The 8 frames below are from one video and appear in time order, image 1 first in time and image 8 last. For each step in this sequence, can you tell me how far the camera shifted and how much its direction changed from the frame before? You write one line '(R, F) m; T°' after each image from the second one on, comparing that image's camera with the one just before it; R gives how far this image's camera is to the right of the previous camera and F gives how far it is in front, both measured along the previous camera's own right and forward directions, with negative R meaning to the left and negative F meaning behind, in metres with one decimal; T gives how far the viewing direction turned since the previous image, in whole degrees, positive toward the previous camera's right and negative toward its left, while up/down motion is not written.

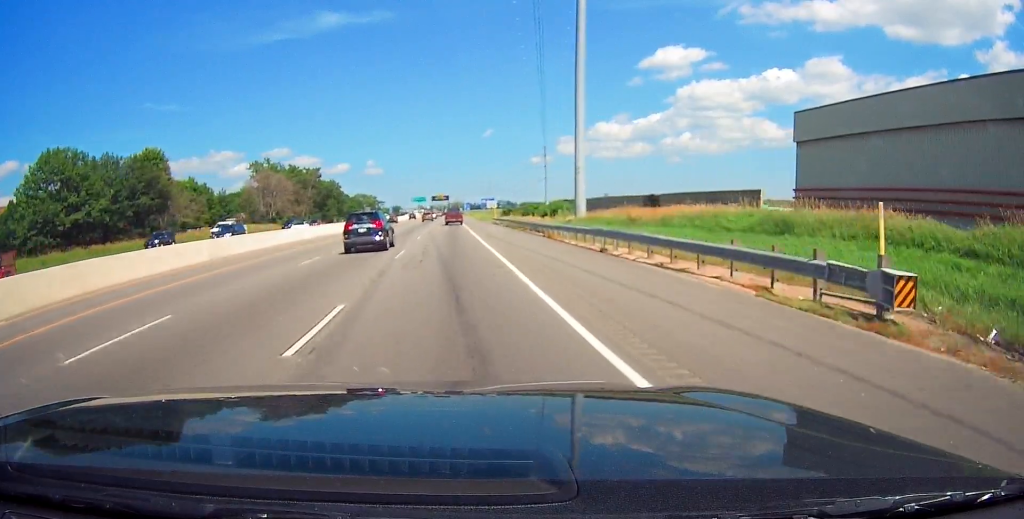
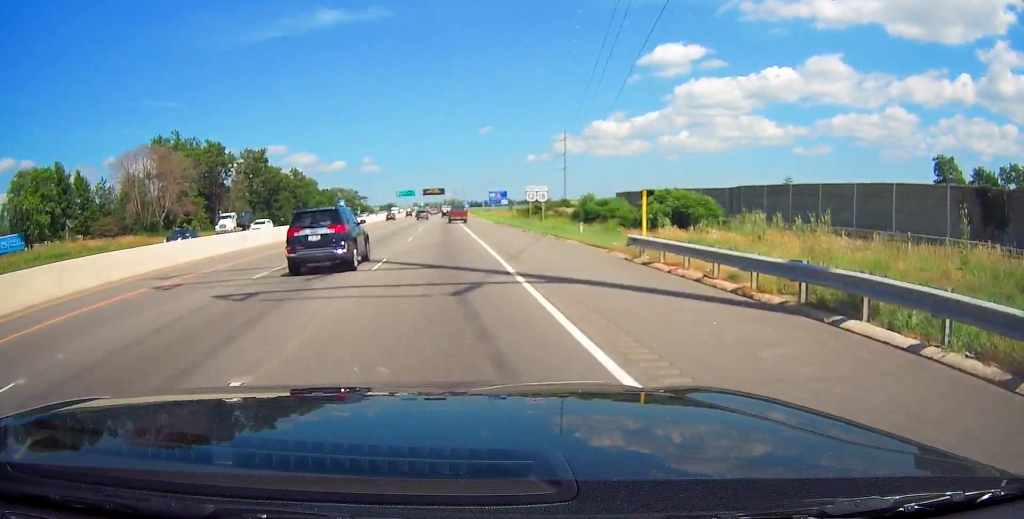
(0.0, +64.7) m; 0°
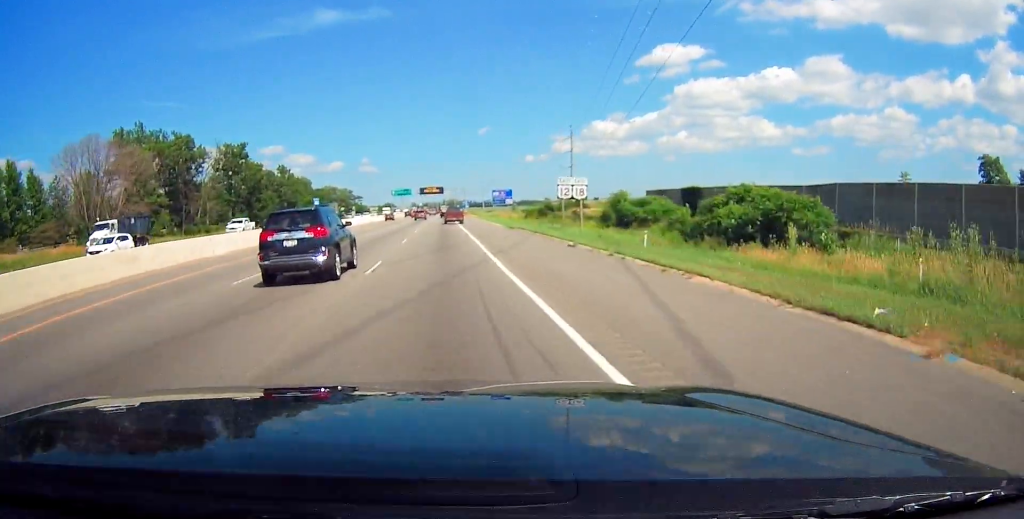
(0.0, +16.3) m; 0°
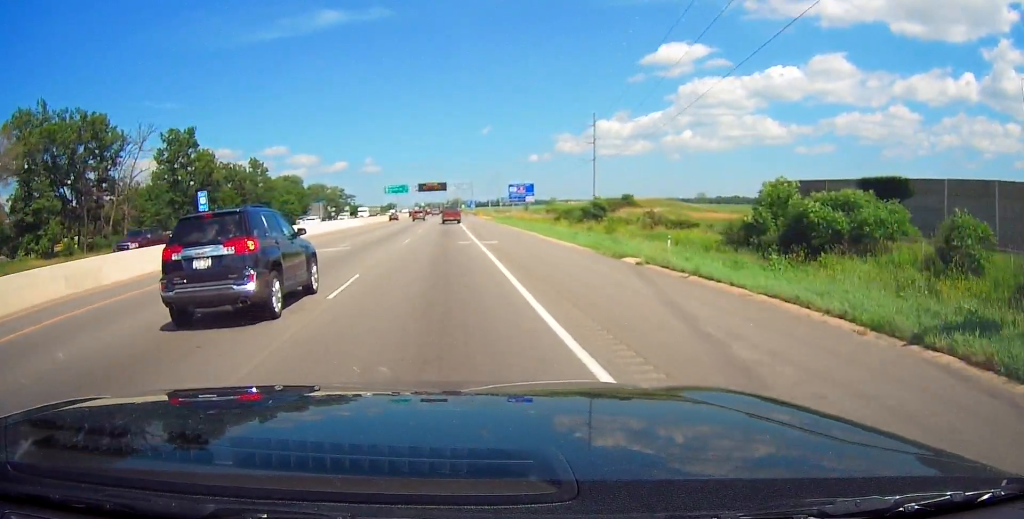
(0.0, +34.0) m; 0°
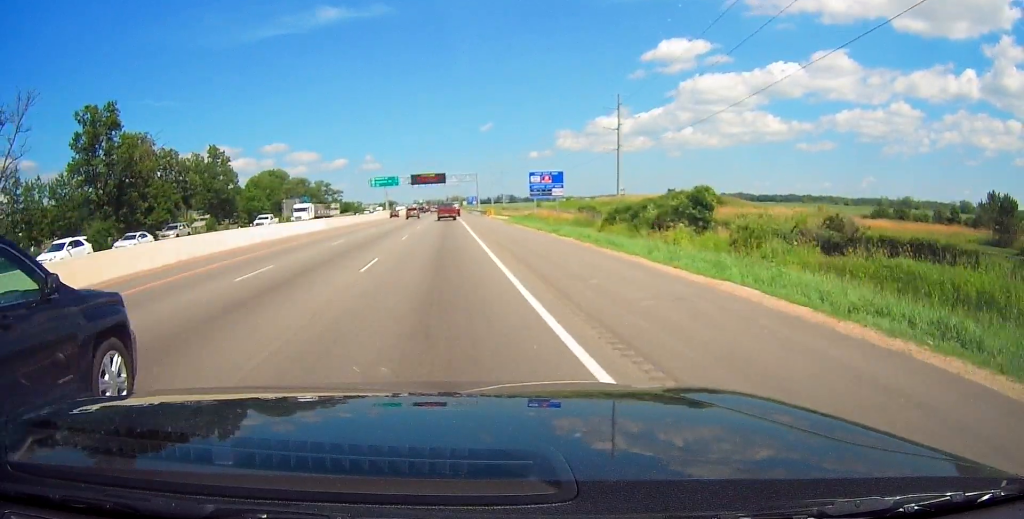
(0.0, +31.1) m; 0°
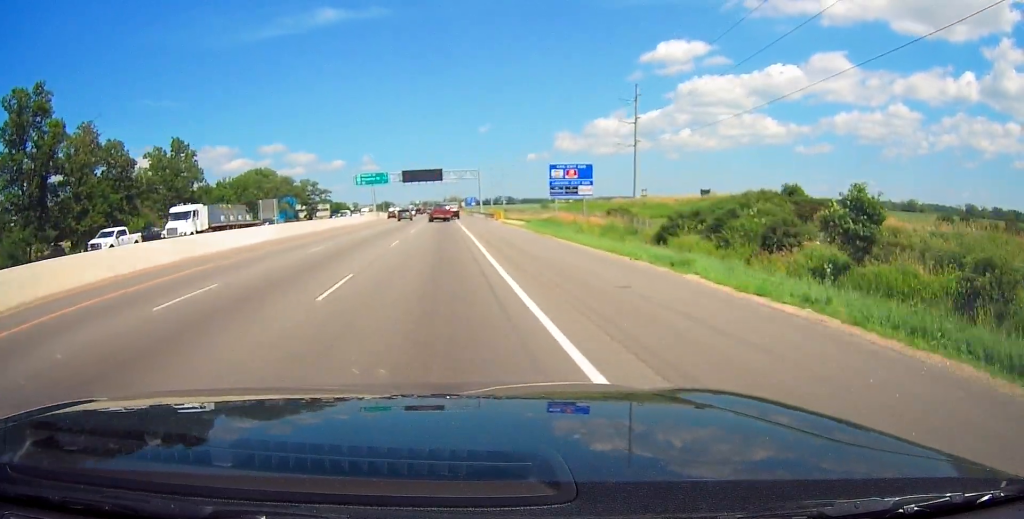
(0.0, +19.1) m; 0°
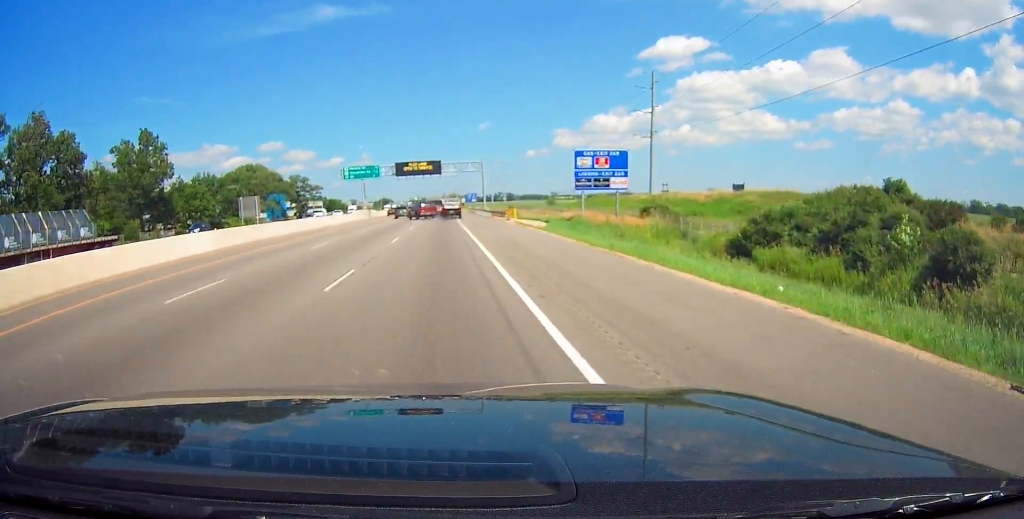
(-0.1, +13.9) m; +1°
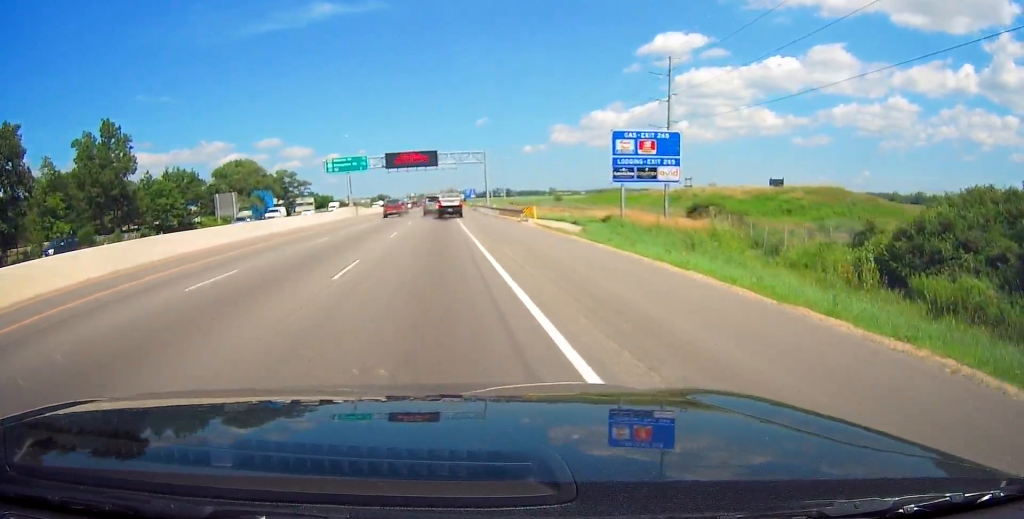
(+0.2, +12.3) m; 0°
